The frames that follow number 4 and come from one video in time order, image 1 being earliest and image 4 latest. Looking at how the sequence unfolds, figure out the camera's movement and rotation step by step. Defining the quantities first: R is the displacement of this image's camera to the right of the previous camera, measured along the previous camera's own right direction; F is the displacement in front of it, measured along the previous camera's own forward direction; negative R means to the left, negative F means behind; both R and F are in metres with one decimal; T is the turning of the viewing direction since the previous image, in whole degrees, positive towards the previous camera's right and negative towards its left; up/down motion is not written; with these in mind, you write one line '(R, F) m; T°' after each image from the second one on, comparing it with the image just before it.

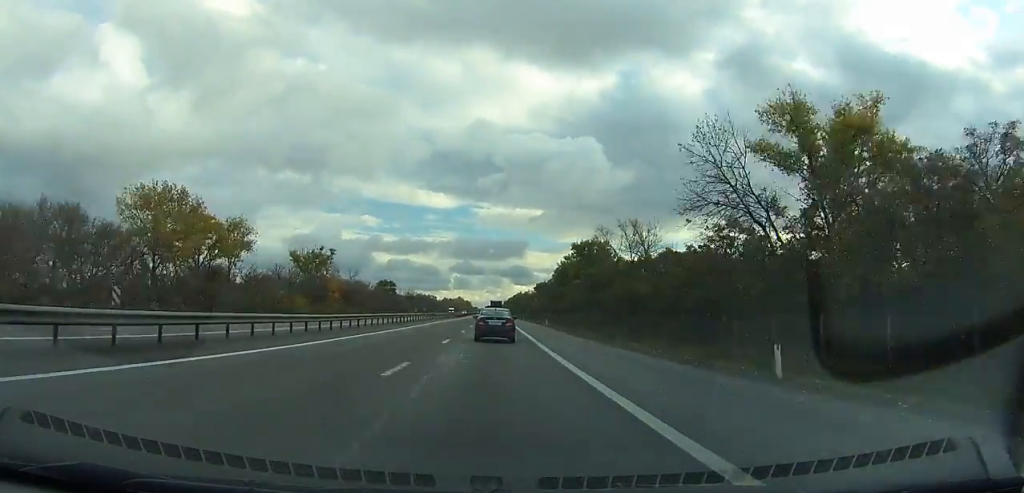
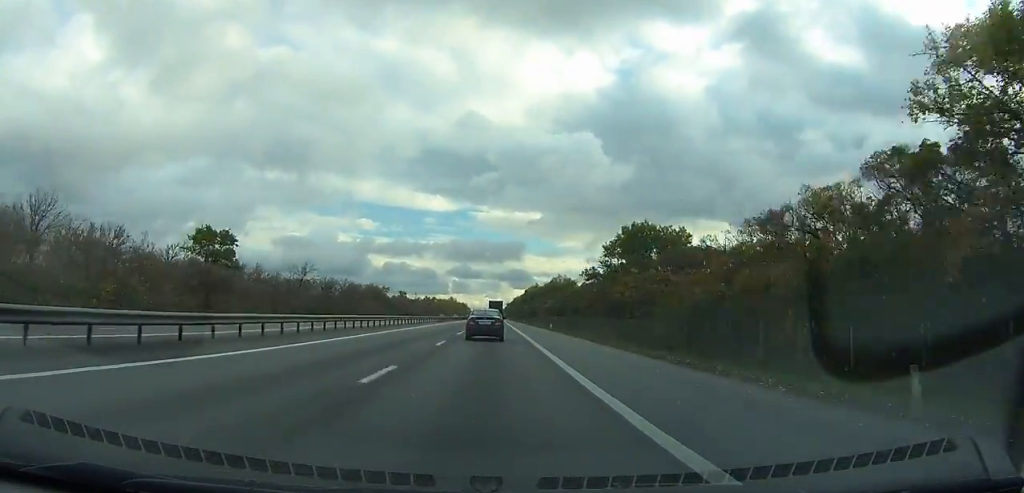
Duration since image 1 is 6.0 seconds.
(-0.1, +157.1) m; 0°
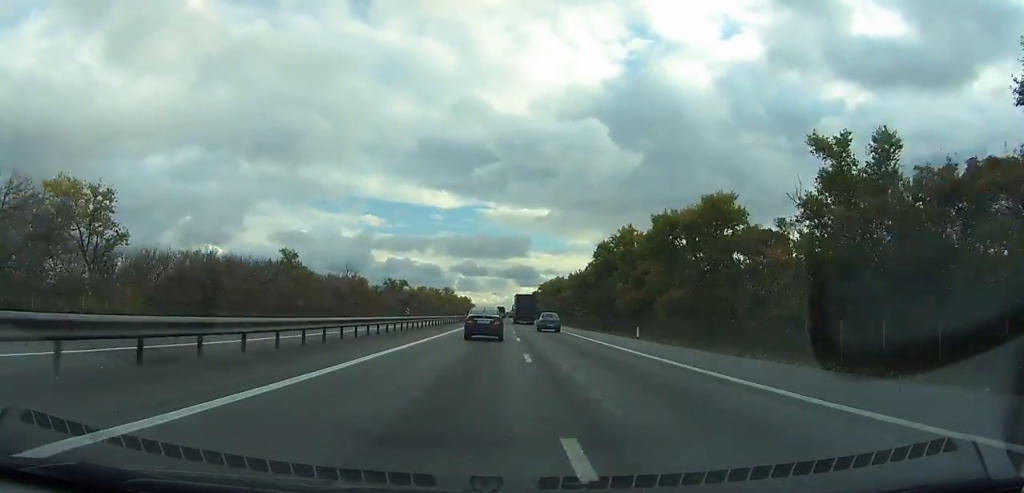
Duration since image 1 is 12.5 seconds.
(-1.5, +174.5) m; -1°
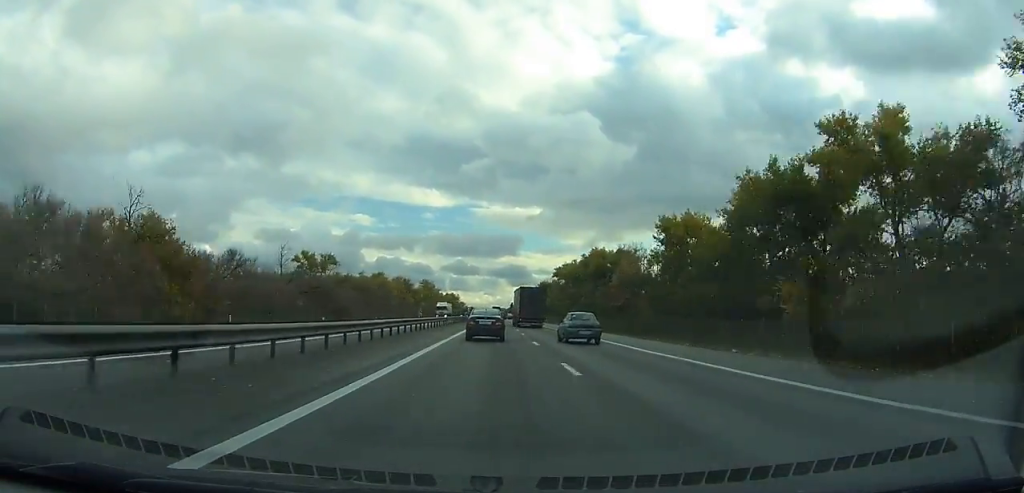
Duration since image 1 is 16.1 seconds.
(+0.2, +97.3) m; 0°
